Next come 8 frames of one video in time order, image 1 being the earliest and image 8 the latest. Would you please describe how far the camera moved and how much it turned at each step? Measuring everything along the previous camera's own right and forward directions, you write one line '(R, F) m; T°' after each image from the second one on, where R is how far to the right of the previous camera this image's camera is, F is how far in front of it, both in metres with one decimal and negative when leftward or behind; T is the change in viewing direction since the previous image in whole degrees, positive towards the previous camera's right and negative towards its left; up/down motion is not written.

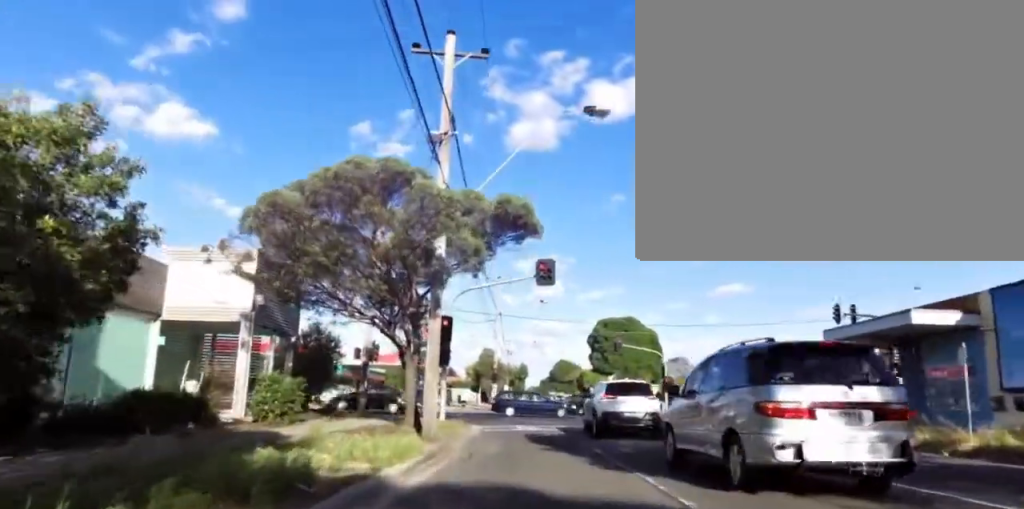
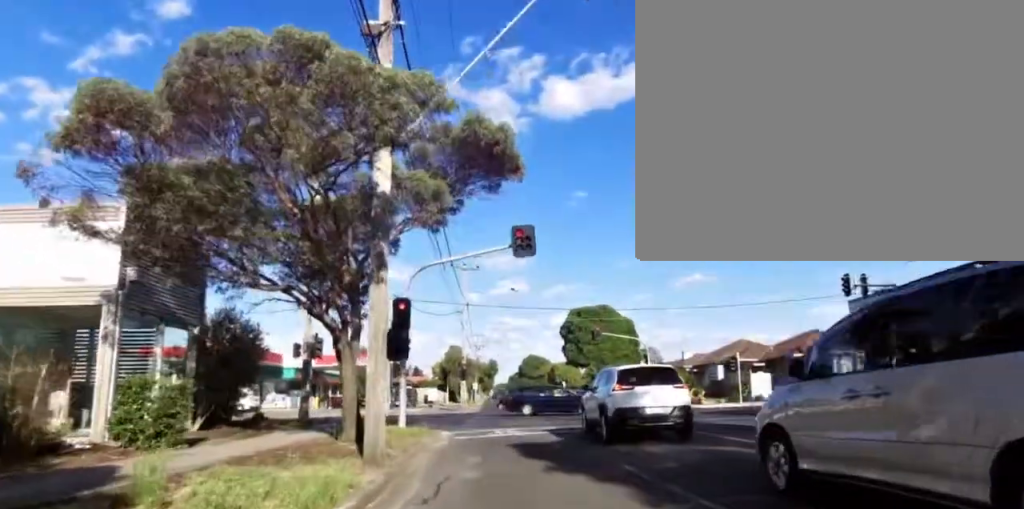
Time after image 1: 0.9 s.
(+0.4, +3.3) m; -1°
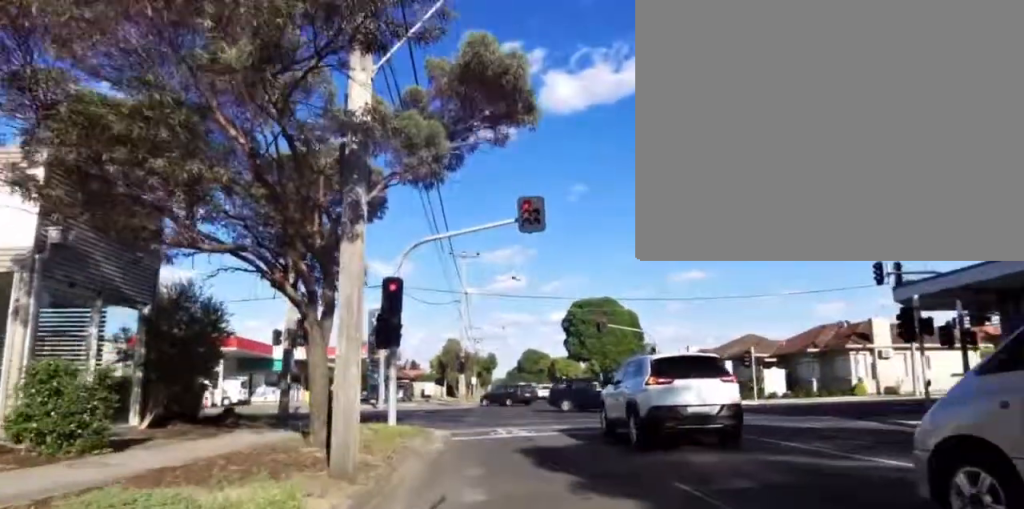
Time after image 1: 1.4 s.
(-0.1, +2.0) m; -7°
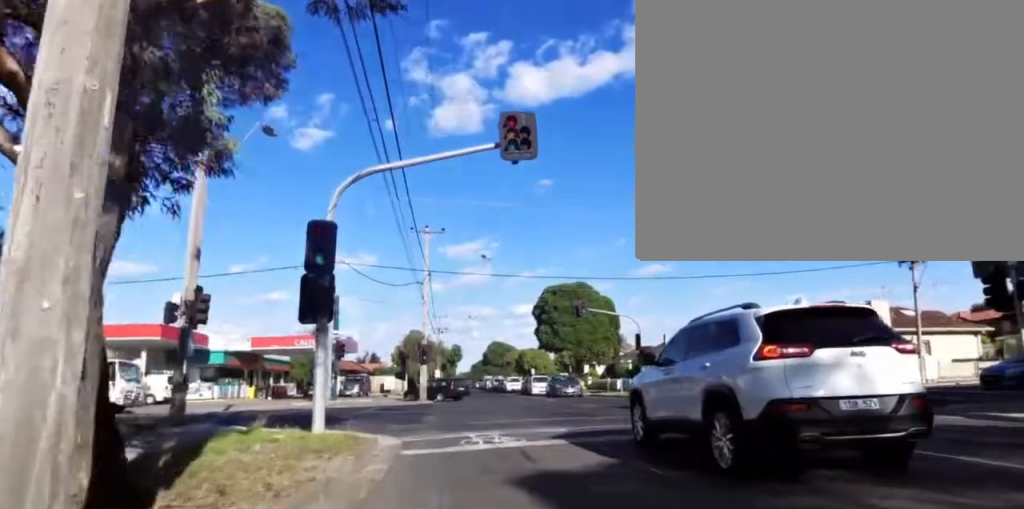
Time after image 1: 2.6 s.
(-0.8, +6.5) m; -3°
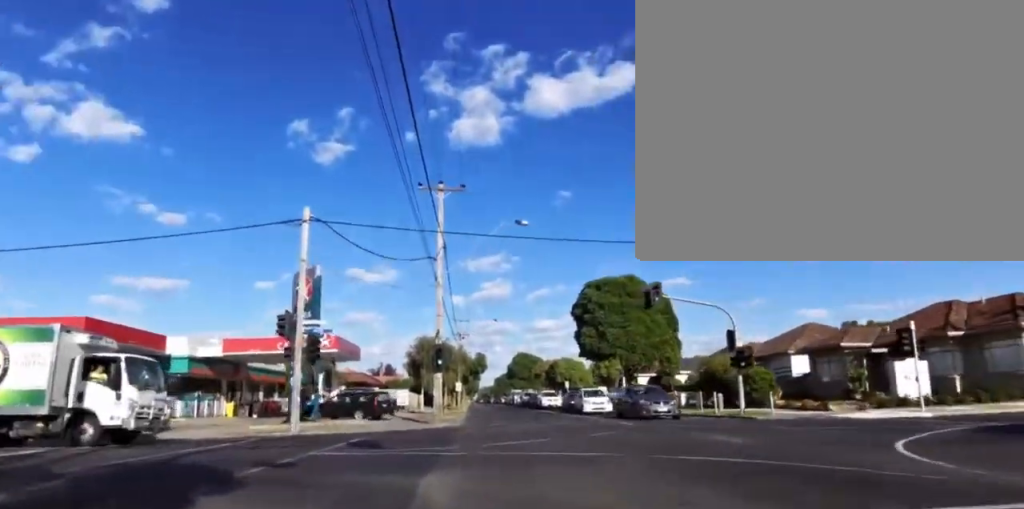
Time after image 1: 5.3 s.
(+1.0, +16.0) m; +4°
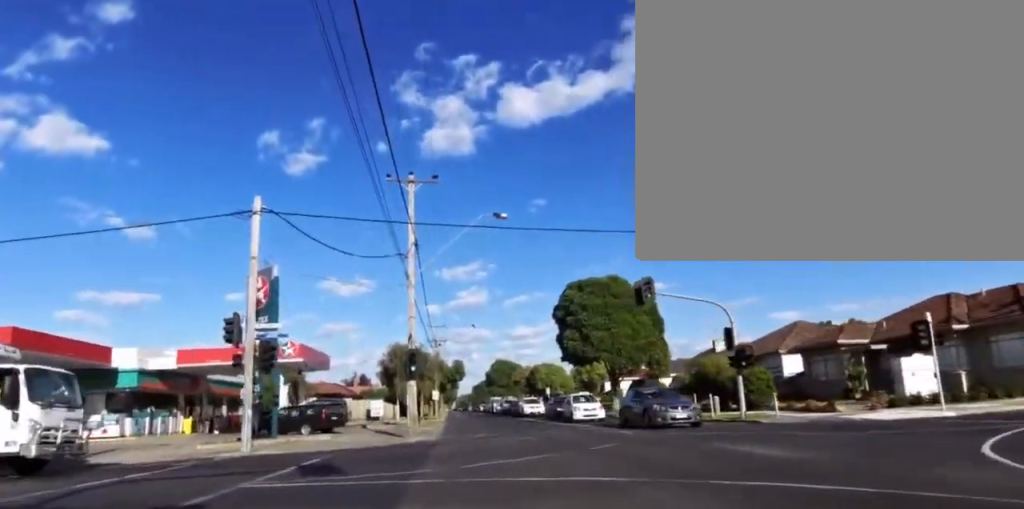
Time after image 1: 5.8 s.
(-0.1, +3.2) m; +1°
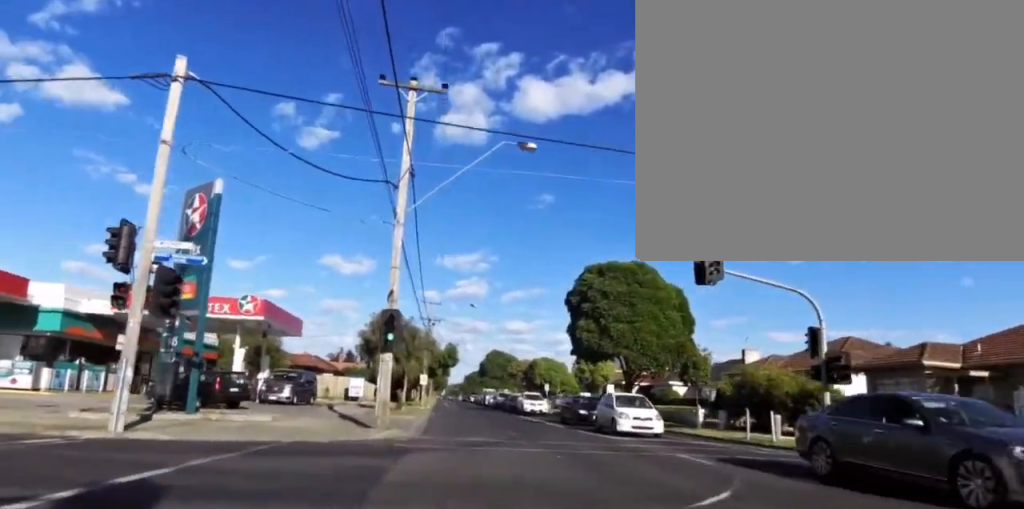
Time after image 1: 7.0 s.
(+0.1, +8.7) m; -7°
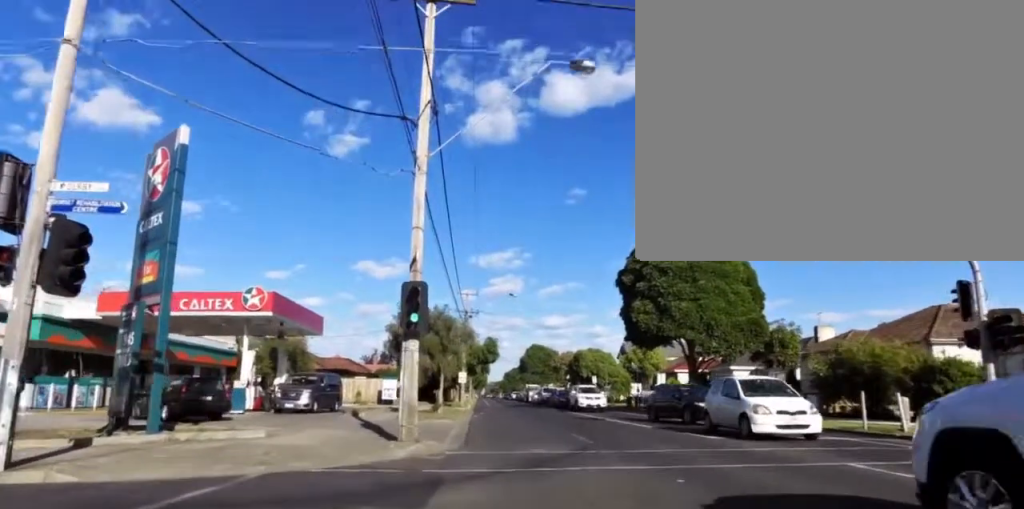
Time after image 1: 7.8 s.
(-0.6, +5.8) m; -4°
